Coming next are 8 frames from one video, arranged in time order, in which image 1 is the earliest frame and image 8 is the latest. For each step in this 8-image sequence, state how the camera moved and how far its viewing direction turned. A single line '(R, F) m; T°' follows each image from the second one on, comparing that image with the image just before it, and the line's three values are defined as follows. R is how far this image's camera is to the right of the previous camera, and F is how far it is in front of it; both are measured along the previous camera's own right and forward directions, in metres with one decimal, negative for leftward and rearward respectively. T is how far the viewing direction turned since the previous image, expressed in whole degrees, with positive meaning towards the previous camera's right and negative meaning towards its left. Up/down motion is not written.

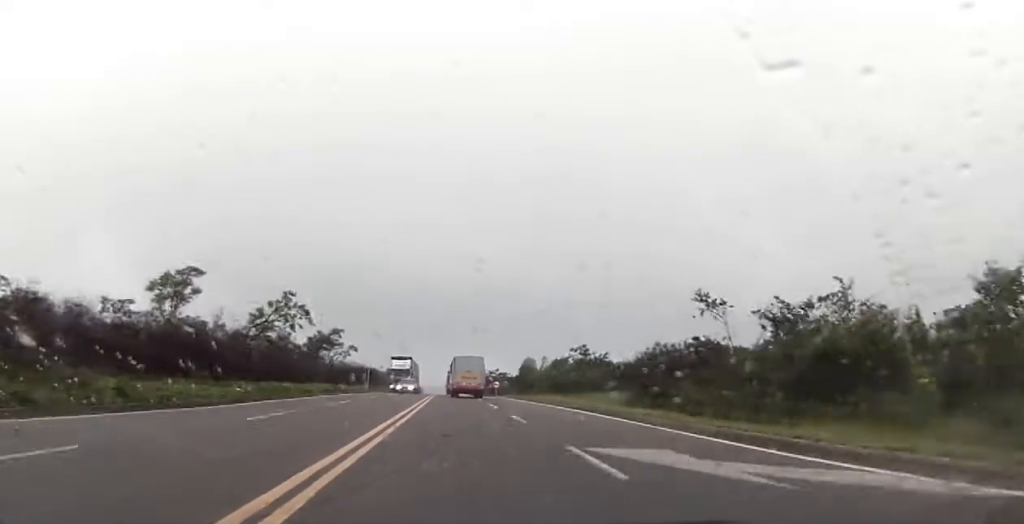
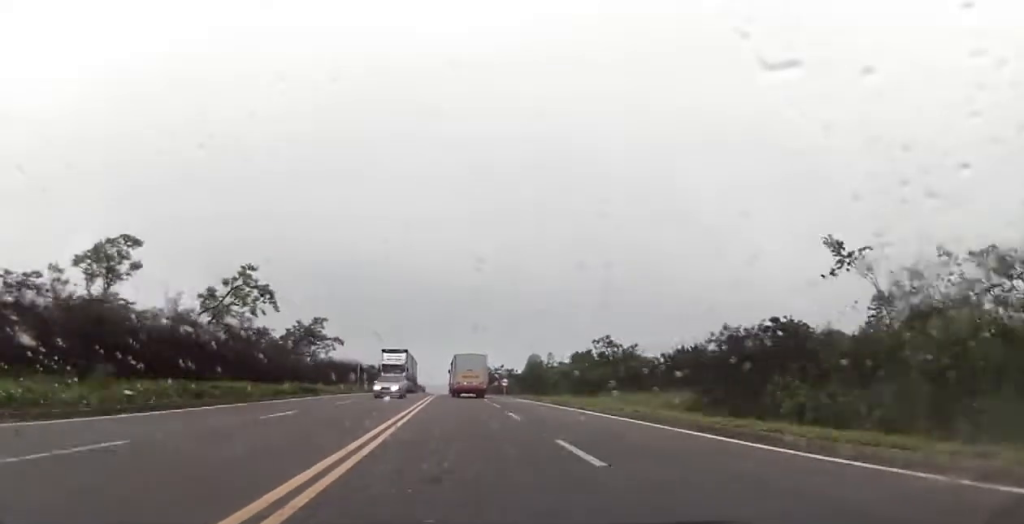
(+0.1, +10.9) m; 0°
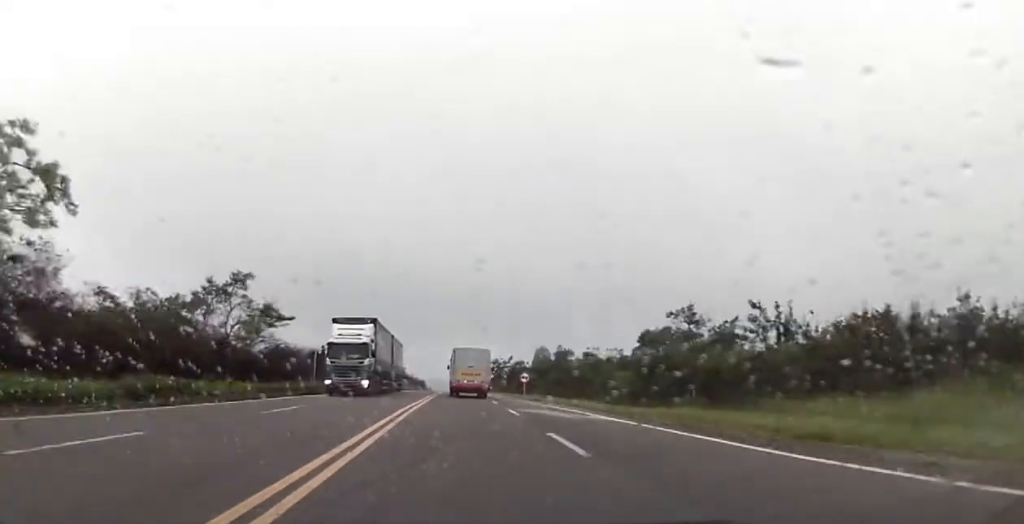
(-0.3, +23.4) m; -1°
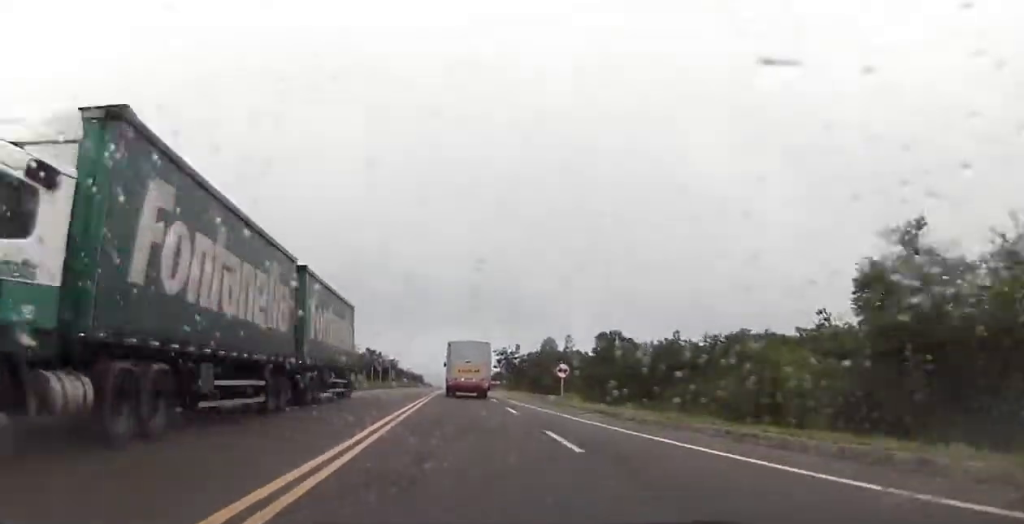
(-0.1, +24.1) m; -1°
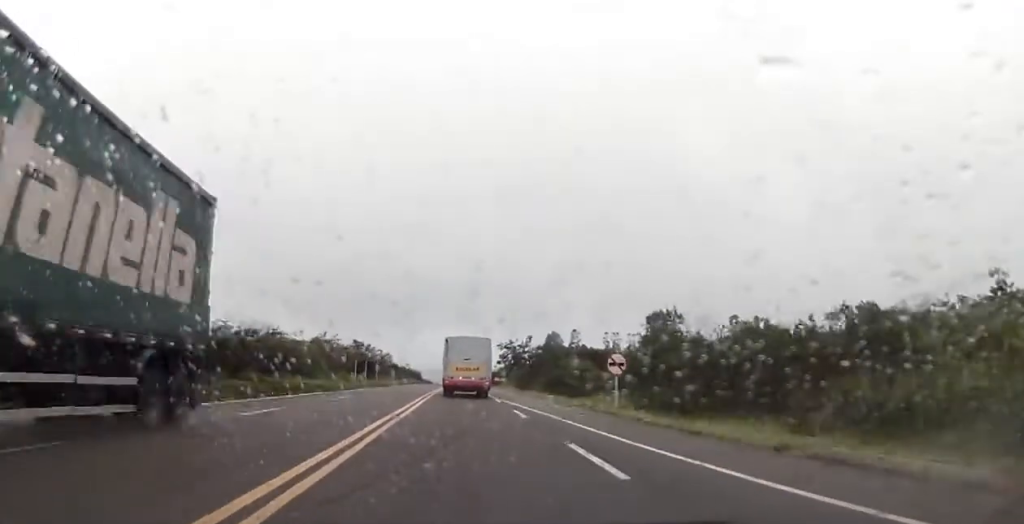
(-0.2, +15.6) m; 0°
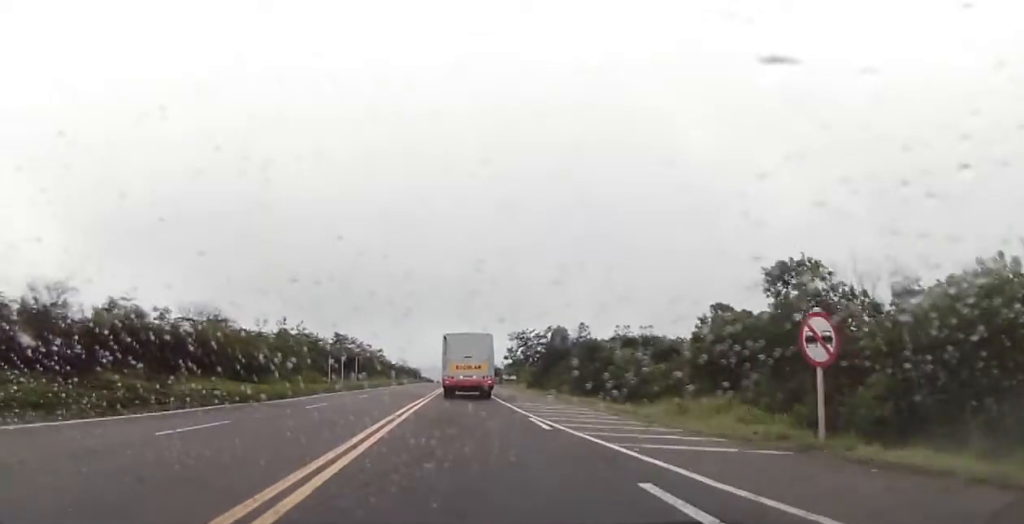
(+0.1, +17.4) m; 0°
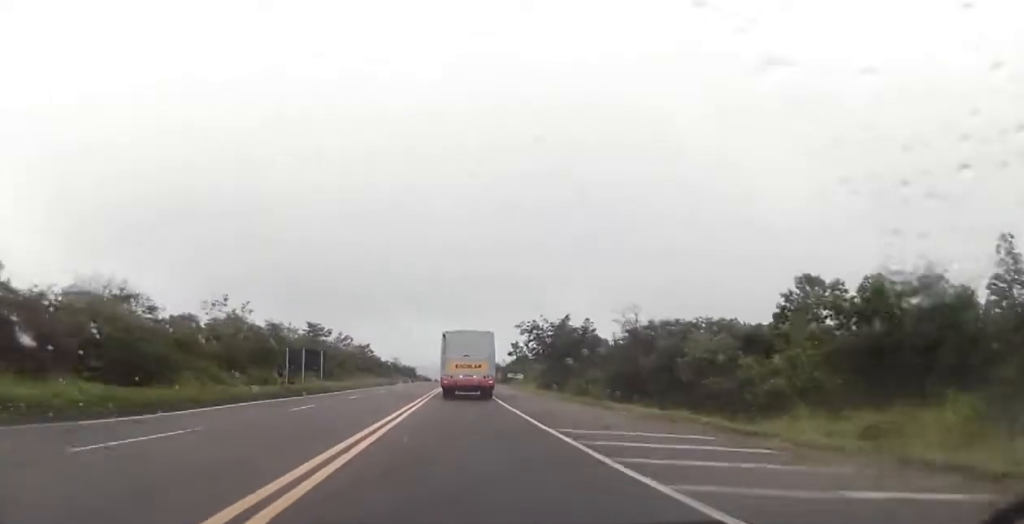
(-0.2, +15.3) m; 0°
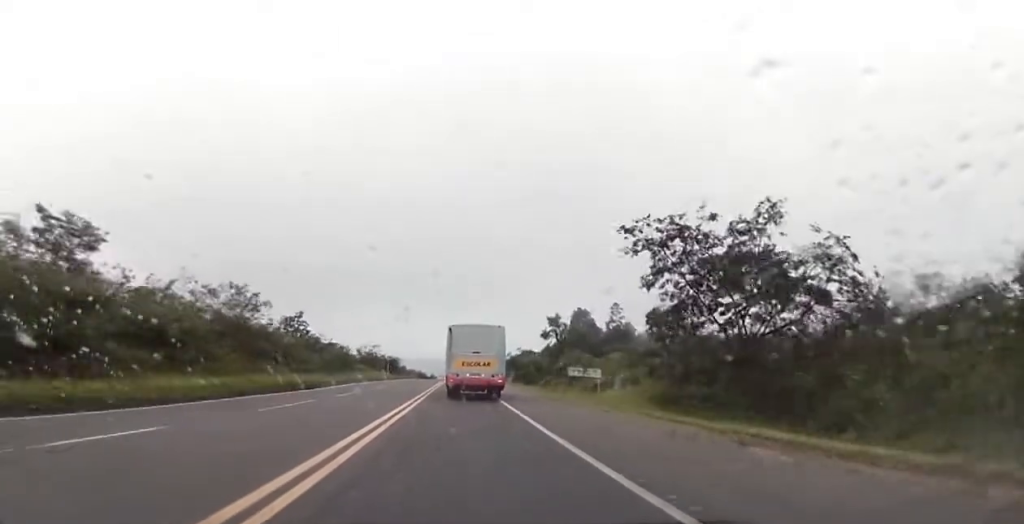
(+0.3, +48.8) m; 0°
